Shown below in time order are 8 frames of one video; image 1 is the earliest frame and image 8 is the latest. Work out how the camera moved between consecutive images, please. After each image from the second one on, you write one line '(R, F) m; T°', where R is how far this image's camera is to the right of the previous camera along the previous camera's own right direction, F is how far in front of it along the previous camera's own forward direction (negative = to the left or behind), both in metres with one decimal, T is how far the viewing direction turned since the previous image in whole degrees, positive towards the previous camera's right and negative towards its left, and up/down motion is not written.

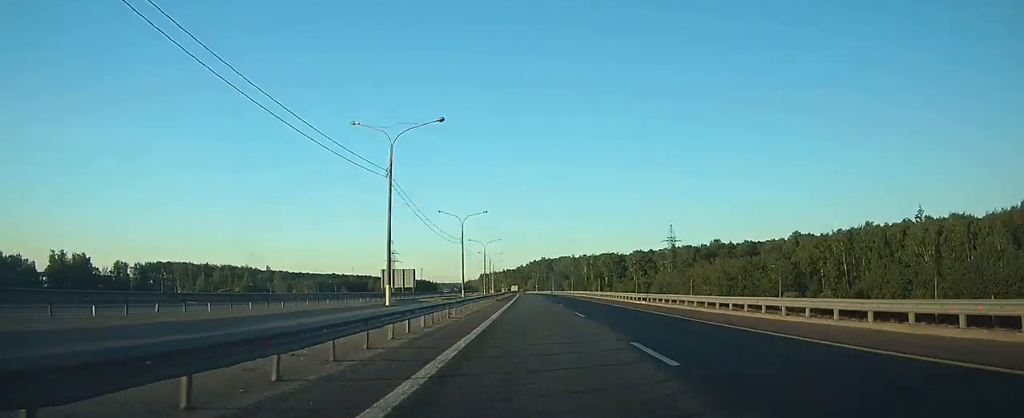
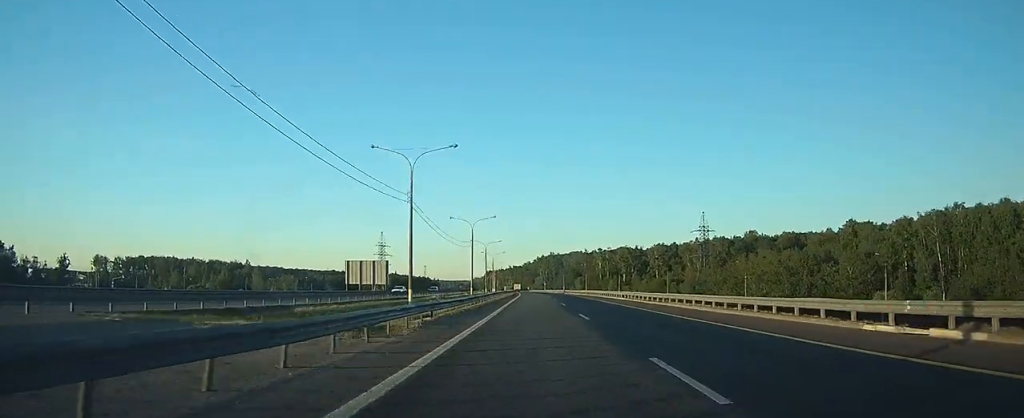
(-0.2, +35.2) m; -1°
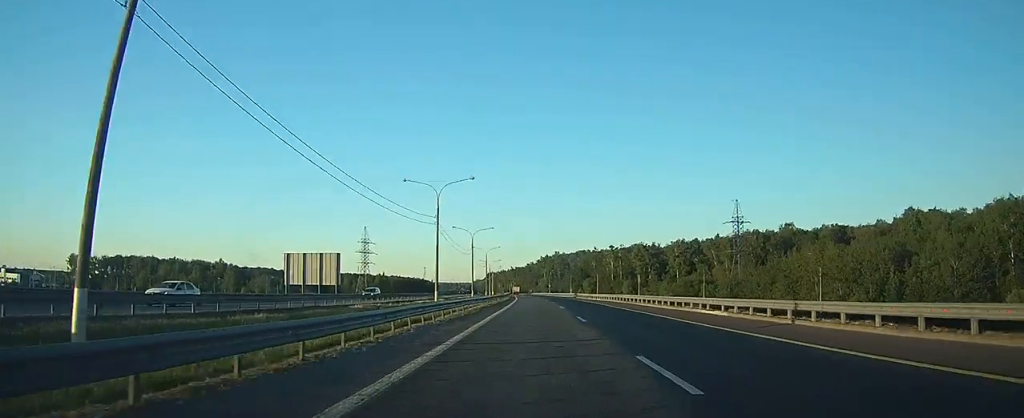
(-0.2, +31.2) m; -1°
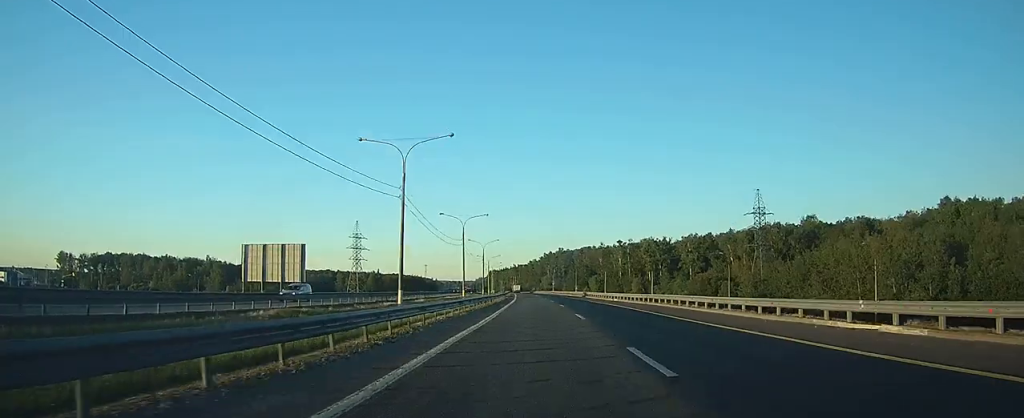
(0.0, +14.6) m; 0°
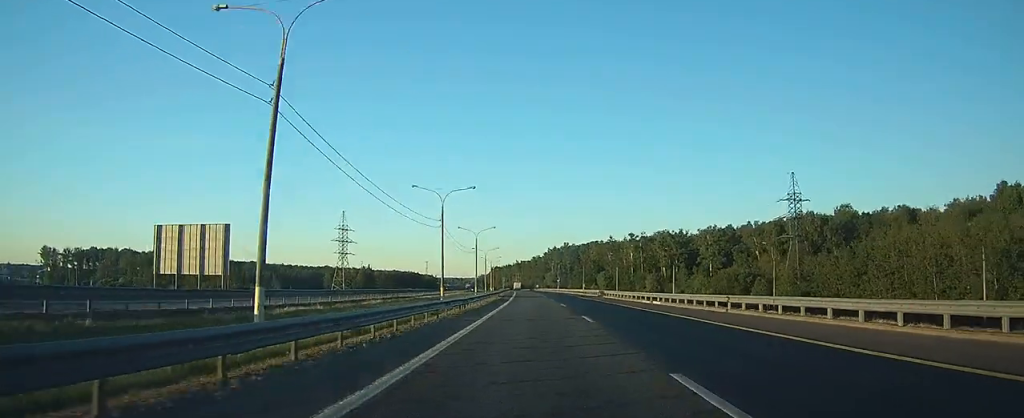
(0.0, +20.0) m; 0°
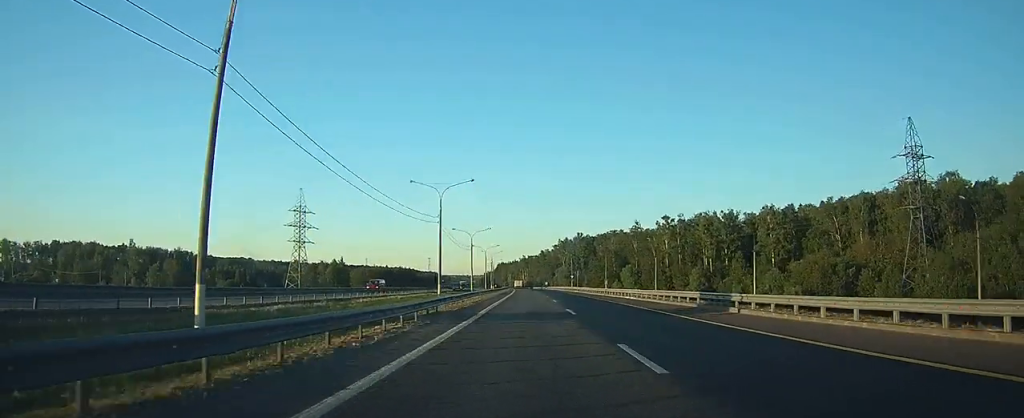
(-0.3, +44.4) m; -1°
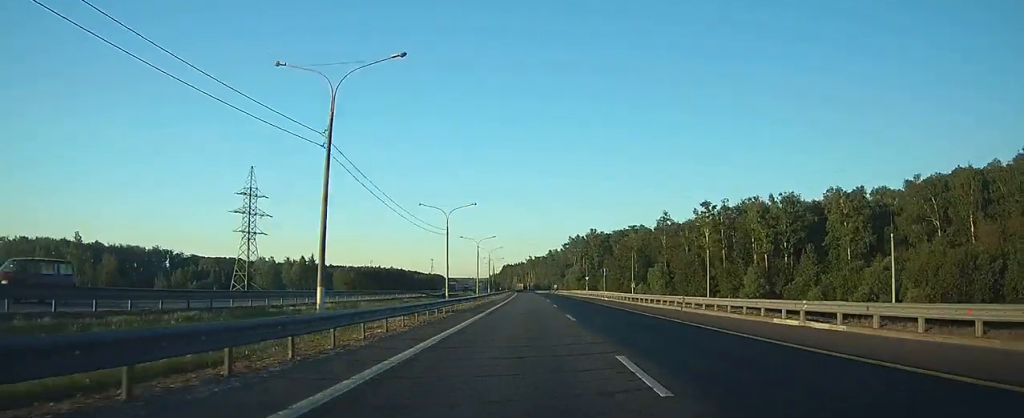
(-0.2, +33.6) m; -1°
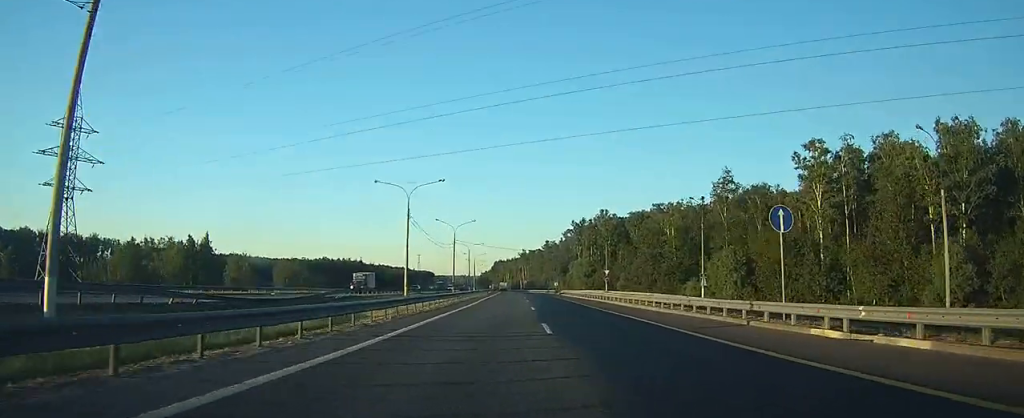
(-0.5, +56.2) m; -1°
